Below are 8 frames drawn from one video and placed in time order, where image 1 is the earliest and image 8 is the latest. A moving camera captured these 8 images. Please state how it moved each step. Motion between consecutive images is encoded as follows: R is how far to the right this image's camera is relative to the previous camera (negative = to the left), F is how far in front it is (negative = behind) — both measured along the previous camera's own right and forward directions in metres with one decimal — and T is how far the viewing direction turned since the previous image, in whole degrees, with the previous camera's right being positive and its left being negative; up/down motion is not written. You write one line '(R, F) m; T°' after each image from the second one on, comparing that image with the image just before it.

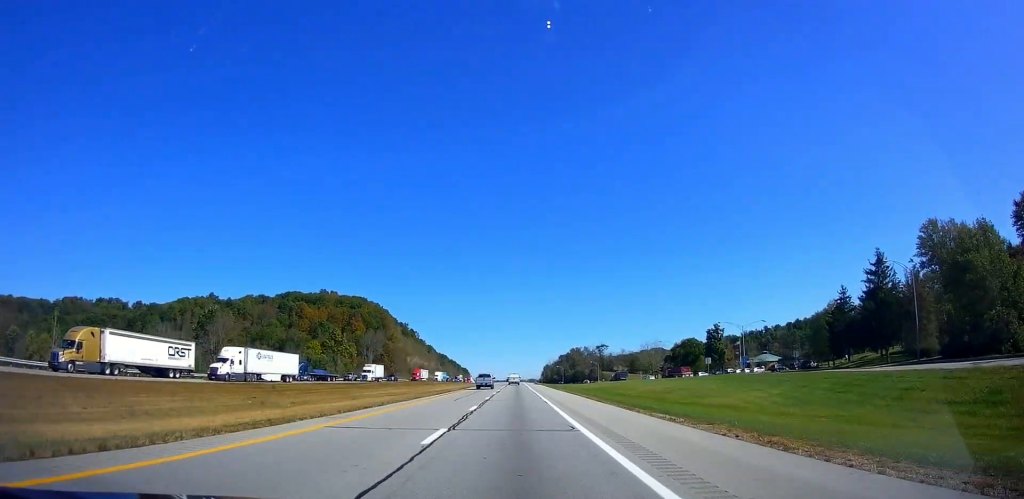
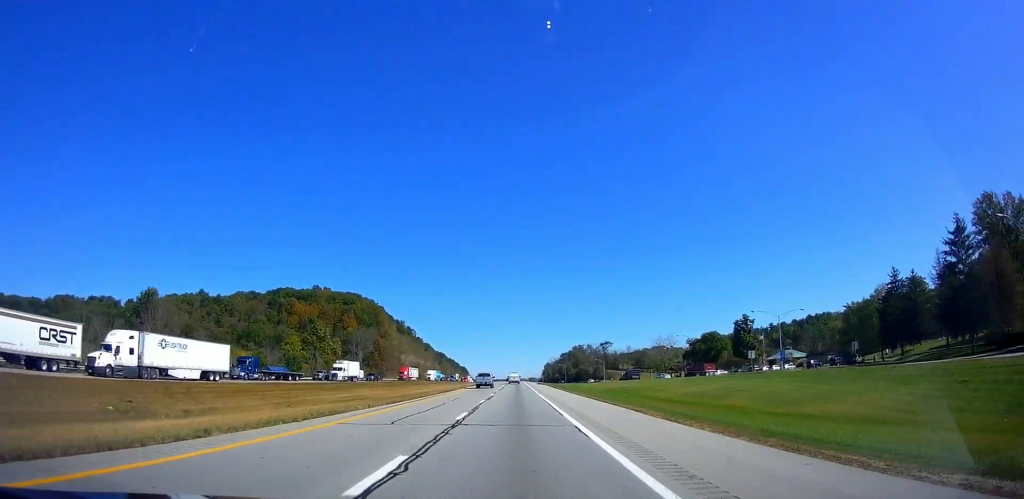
(+0.4, +17.2) m; 0°
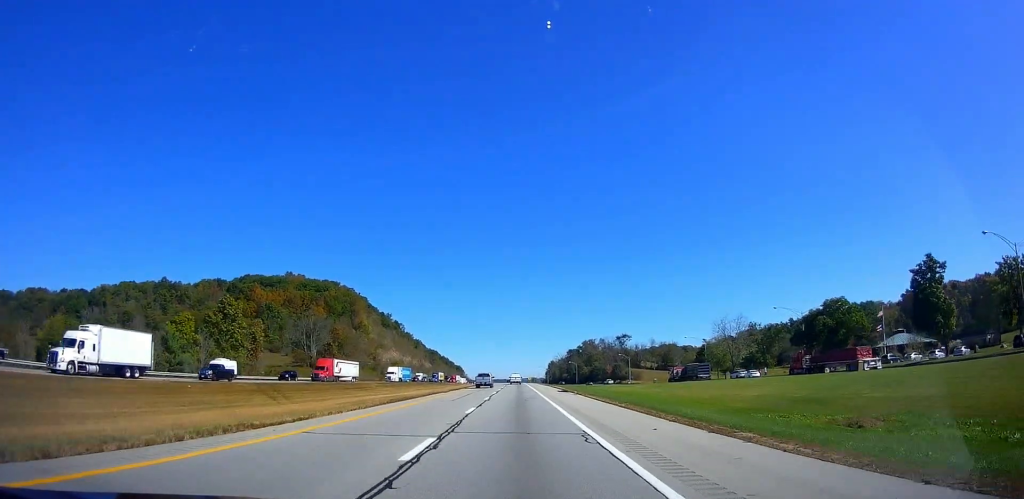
(0.0, +57.0) m; 0°
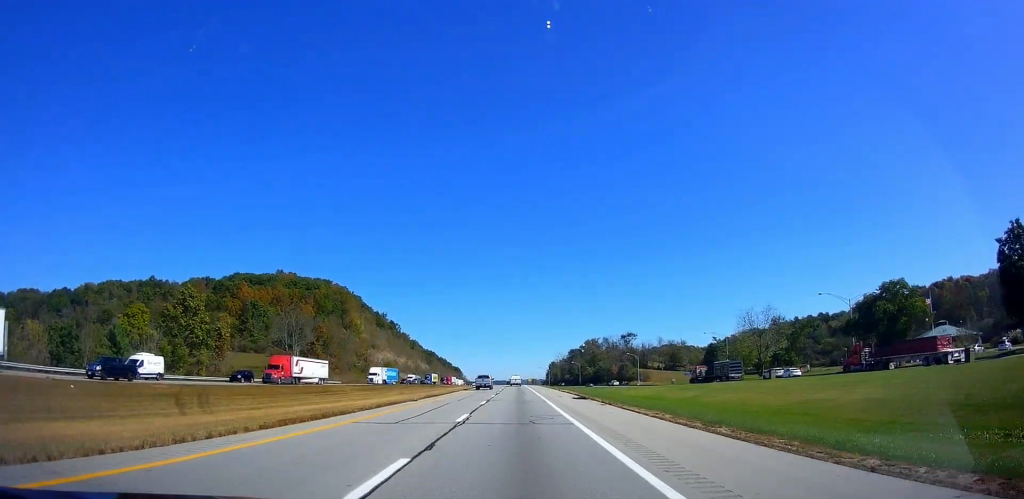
(+0.4, +15.0) m; 0°
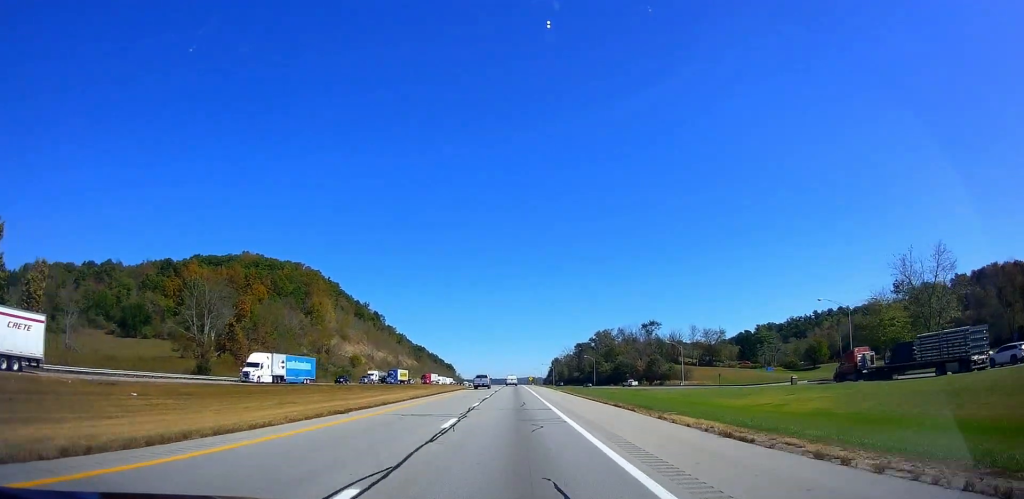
(-0.4, +50.7) m; 0°
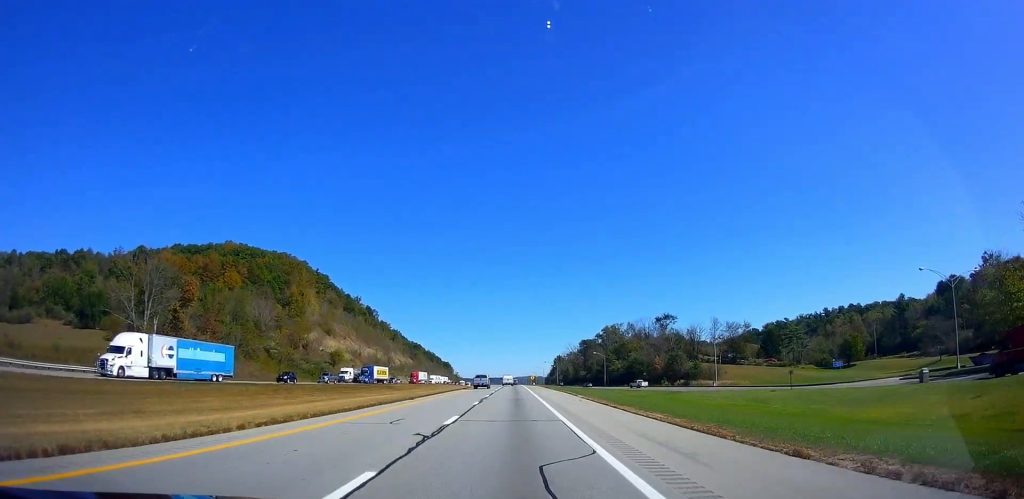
(+0.7, +22.7) m; 0°
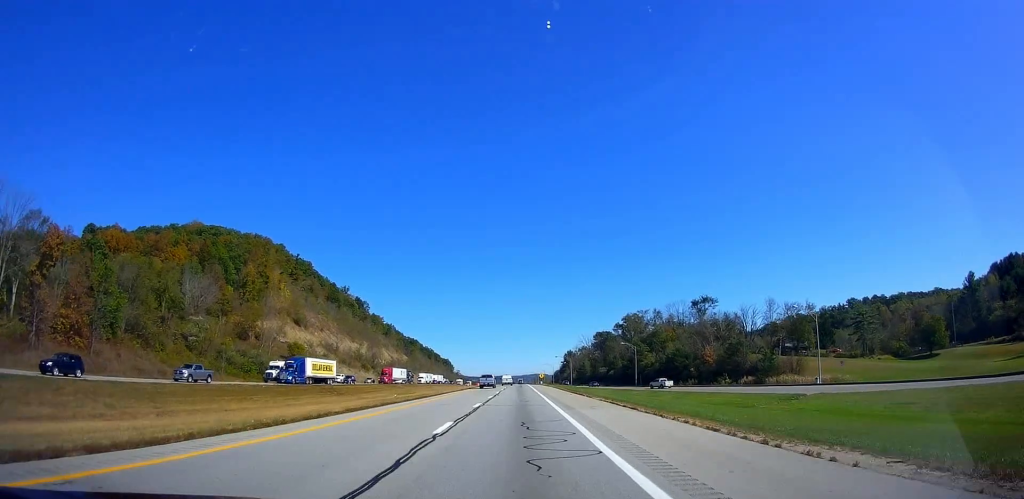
(-1.2, +38.9) m; -1°
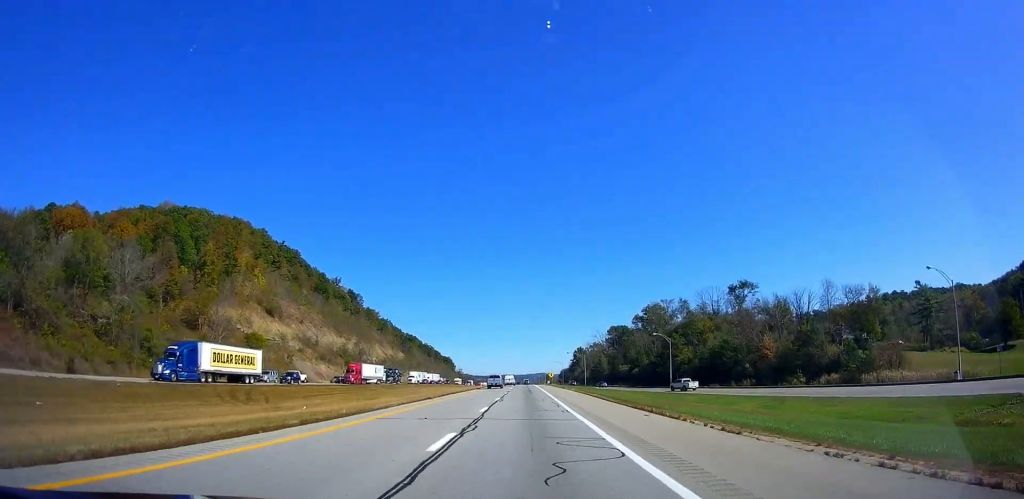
(+0.1, +27.1) m; 0°
